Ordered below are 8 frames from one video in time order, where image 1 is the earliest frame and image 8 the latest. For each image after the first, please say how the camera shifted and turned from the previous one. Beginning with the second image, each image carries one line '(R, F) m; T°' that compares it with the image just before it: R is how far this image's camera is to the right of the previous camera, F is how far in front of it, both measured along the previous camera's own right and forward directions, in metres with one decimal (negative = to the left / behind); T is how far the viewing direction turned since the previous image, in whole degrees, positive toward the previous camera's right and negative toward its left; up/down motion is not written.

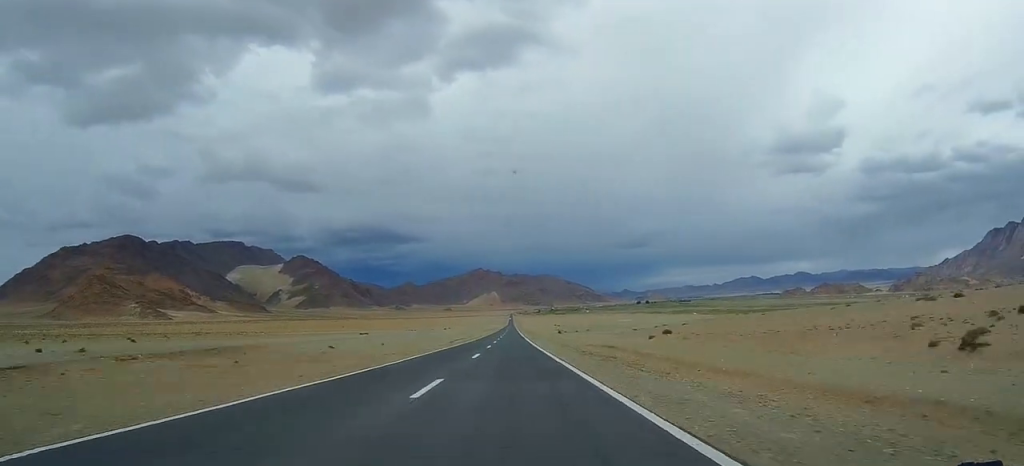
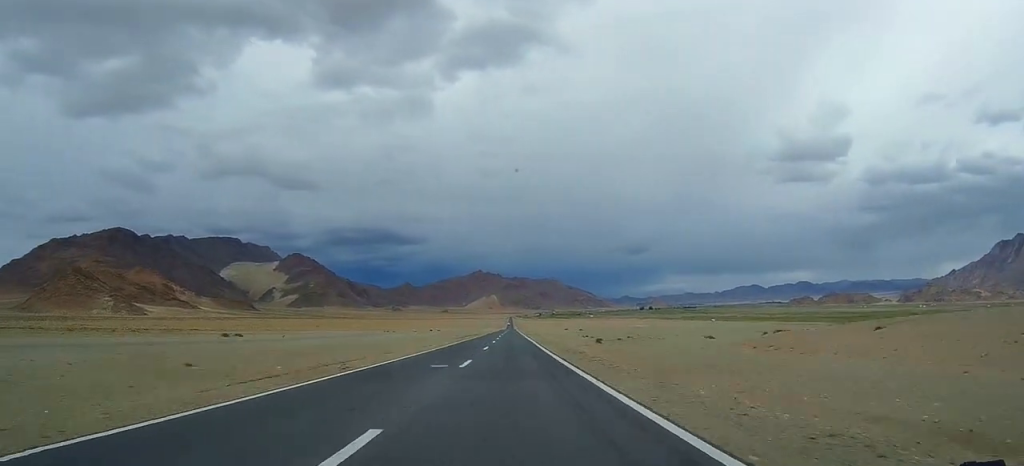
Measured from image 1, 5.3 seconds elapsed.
(+1.3, +105.4) m; +1°
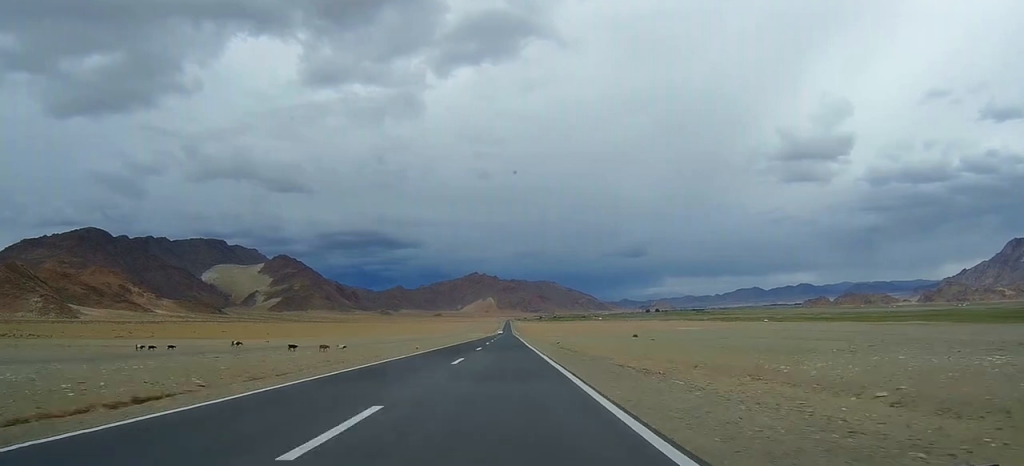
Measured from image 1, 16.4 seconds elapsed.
(+0.2, +222.9) m; 0°
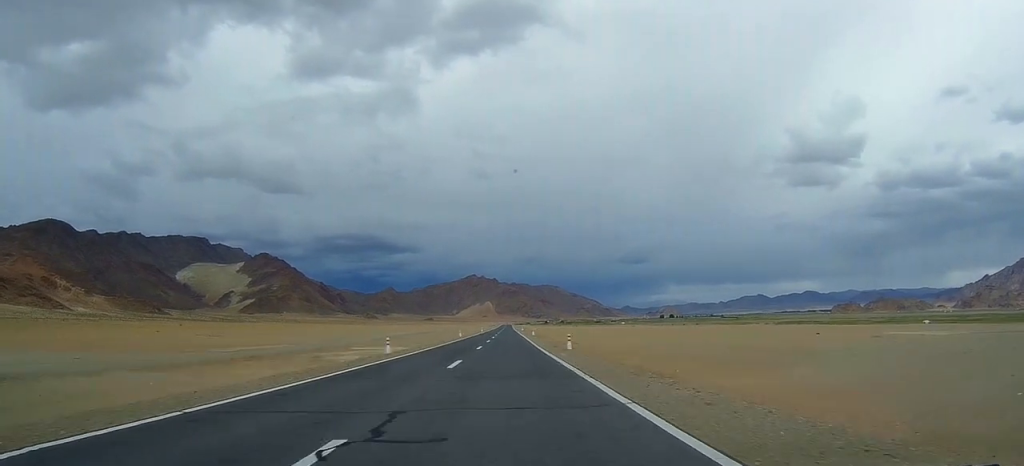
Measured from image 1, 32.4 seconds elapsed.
(-1.0, +335.7) m; 0°
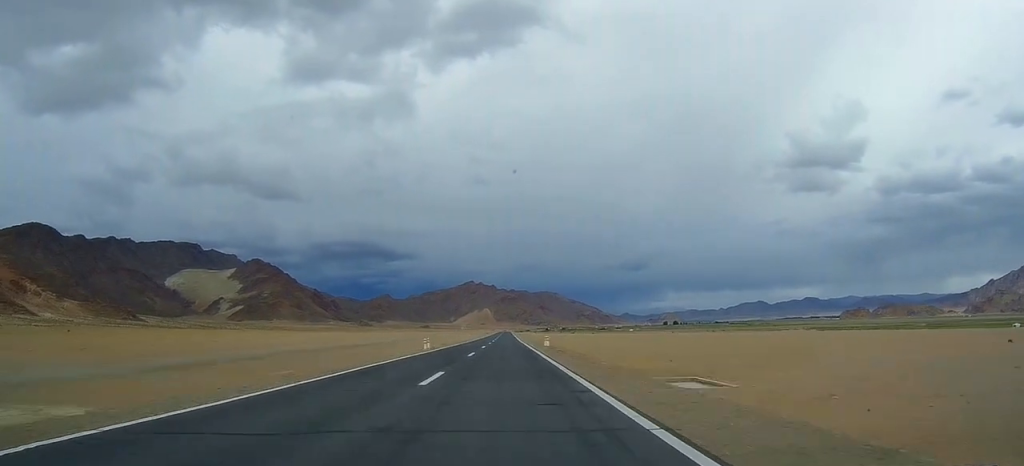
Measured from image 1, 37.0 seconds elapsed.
(+0.2, +100.2) m; 0°
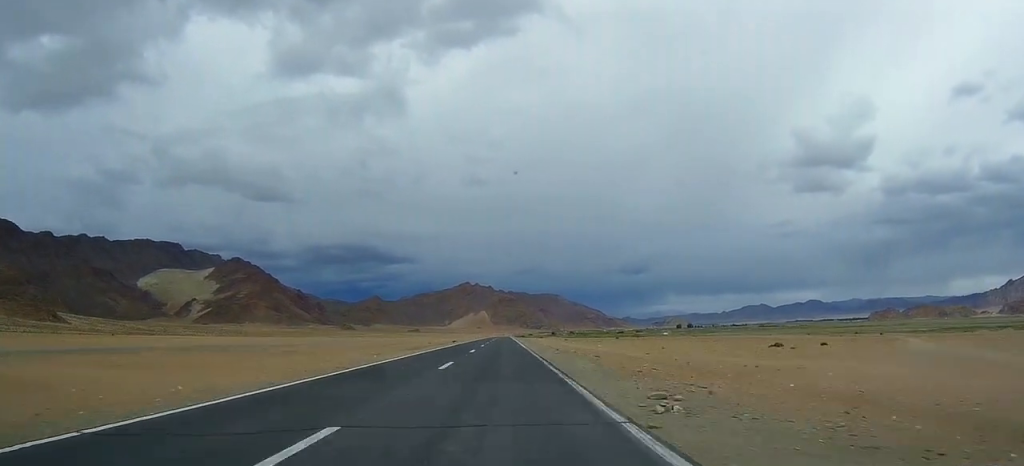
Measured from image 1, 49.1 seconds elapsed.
(+0.3, +259.6) m; 0°
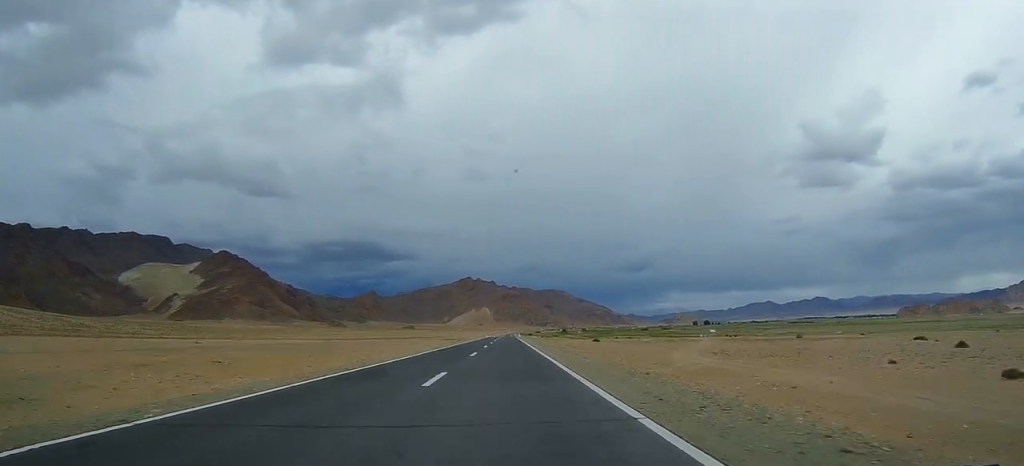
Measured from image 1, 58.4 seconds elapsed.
(-0.4, +202.8) m; 0°
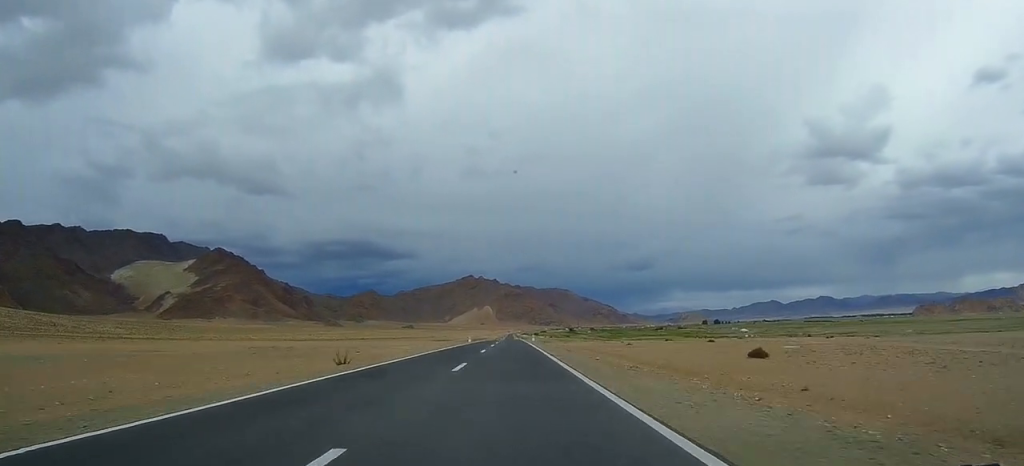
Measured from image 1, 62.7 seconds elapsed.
(-0.1, +94.4) m; 0°
